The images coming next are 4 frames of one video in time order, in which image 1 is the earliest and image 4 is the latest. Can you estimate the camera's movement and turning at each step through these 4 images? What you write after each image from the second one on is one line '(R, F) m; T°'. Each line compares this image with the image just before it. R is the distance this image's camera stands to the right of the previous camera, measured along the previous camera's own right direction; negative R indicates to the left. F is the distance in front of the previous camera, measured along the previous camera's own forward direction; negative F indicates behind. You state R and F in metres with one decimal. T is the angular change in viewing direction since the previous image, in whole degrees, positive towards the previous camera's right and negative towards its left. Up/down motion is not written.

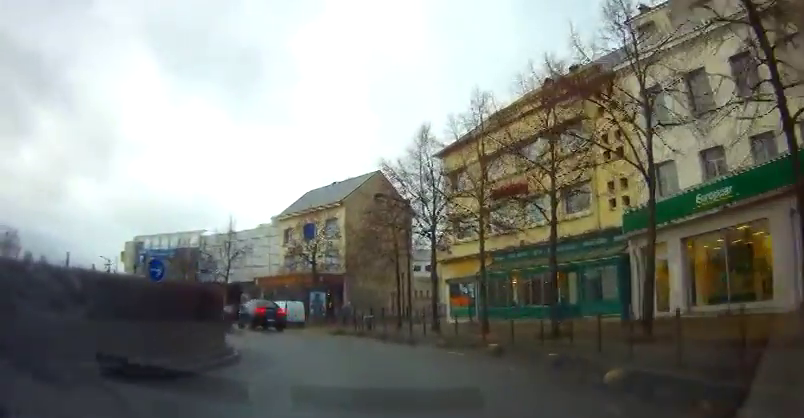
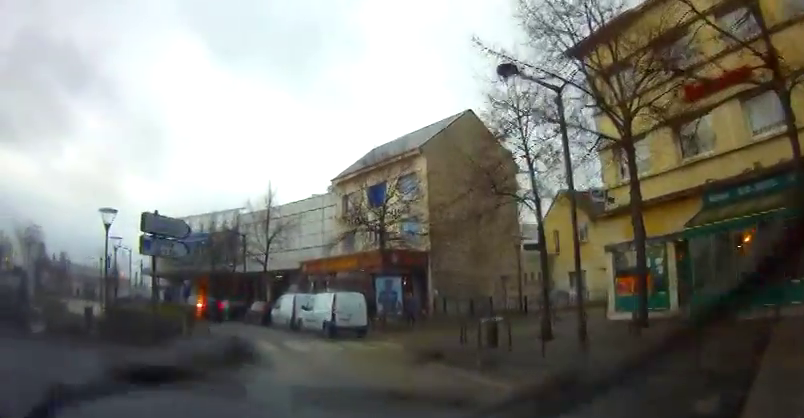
(-1.8, +13.2) m; -19°
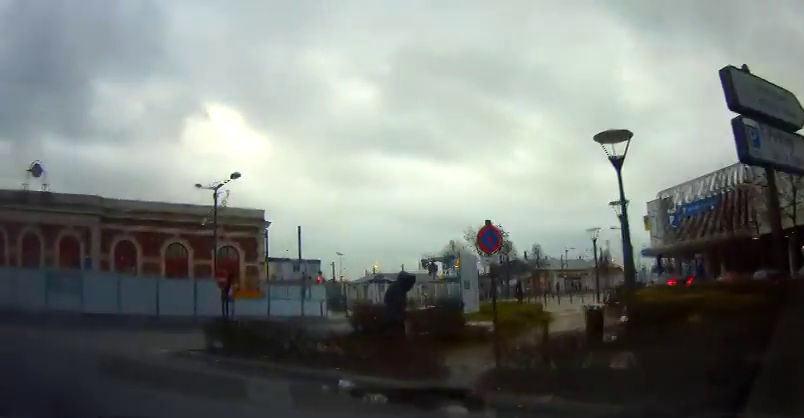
(-2.9, +7.7) m; -55°
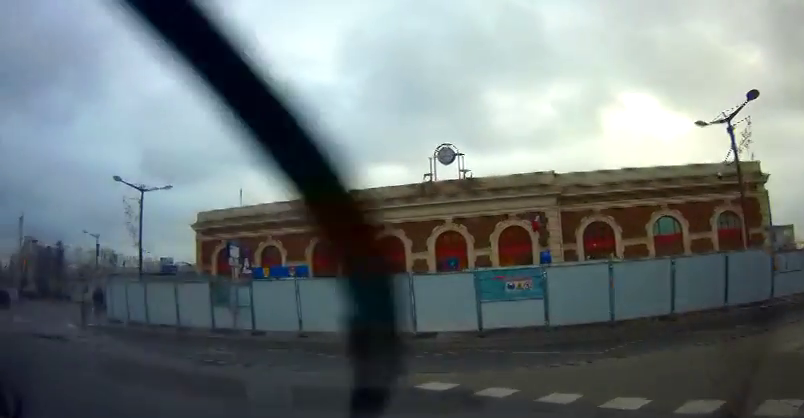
(-3.9, +7.0) m; -53°
